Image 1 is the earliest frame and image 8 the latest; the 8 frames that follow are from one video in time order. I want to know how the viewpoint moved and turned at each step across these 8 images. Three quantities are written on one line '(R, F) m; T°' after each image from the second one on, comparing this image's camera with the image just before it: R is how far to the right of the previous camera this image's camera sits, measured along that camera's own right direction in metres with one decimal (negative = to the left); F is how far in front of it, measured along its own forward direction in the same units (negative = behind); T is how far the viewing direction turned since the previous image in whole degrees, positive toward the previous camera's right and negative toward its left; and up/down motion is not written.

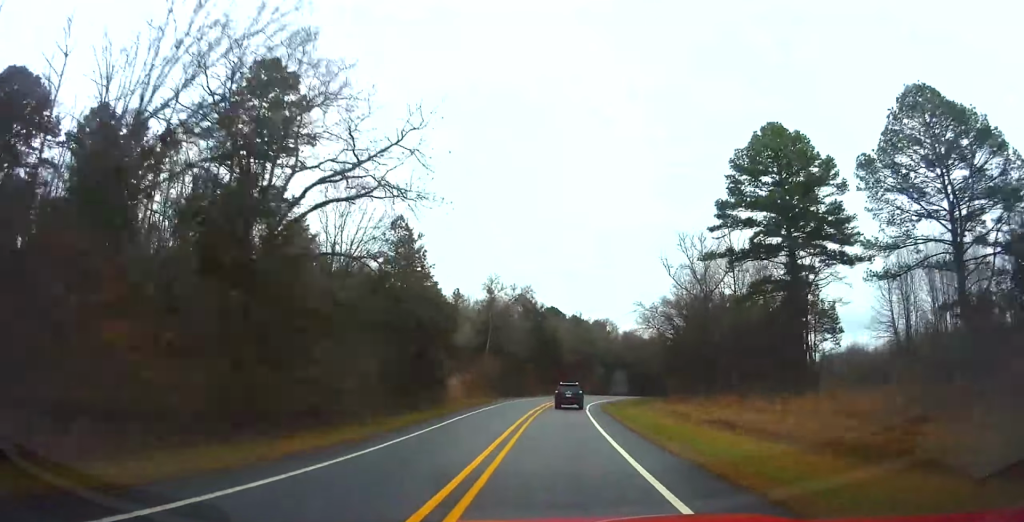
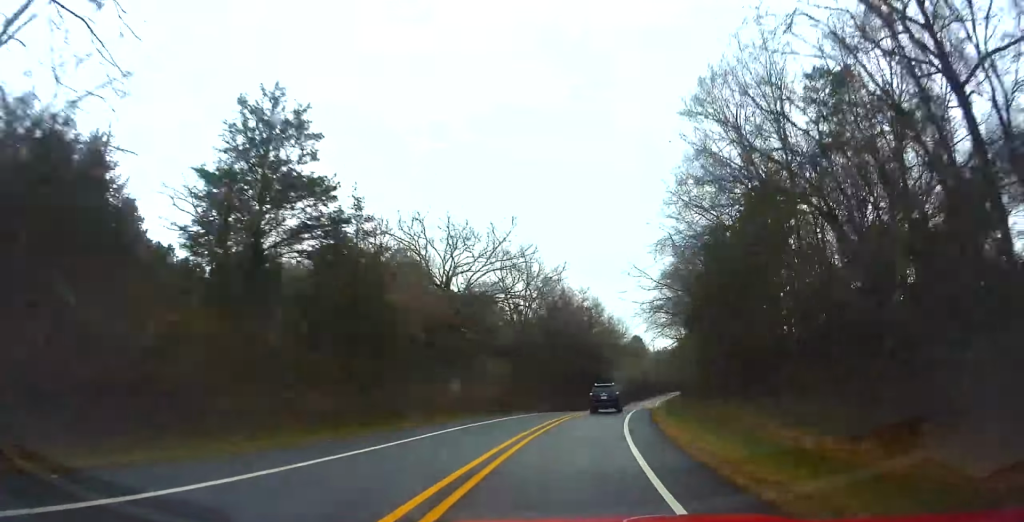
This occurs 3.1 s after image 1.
(+3.6, +66.9) m; +9°
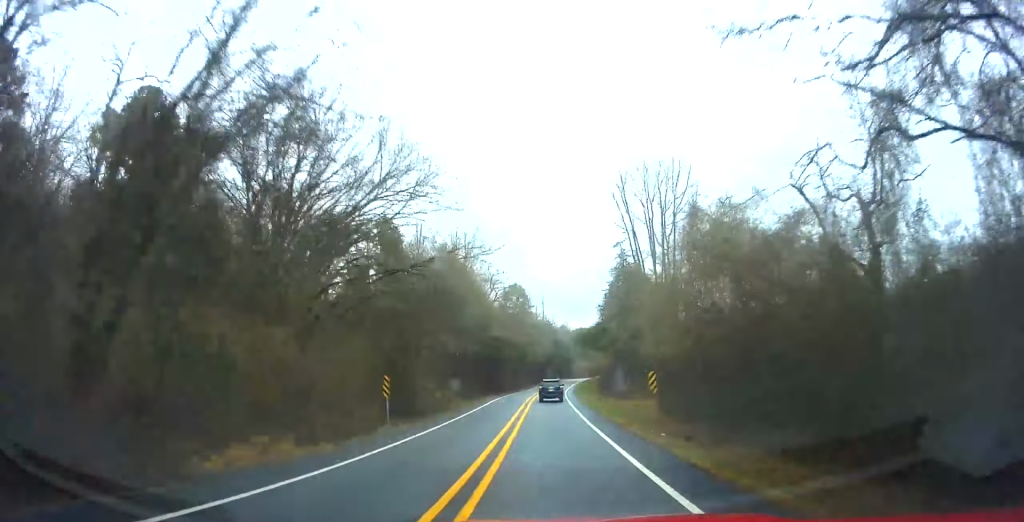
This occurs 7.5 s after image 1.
(+13.9, +92.1) m; +11°
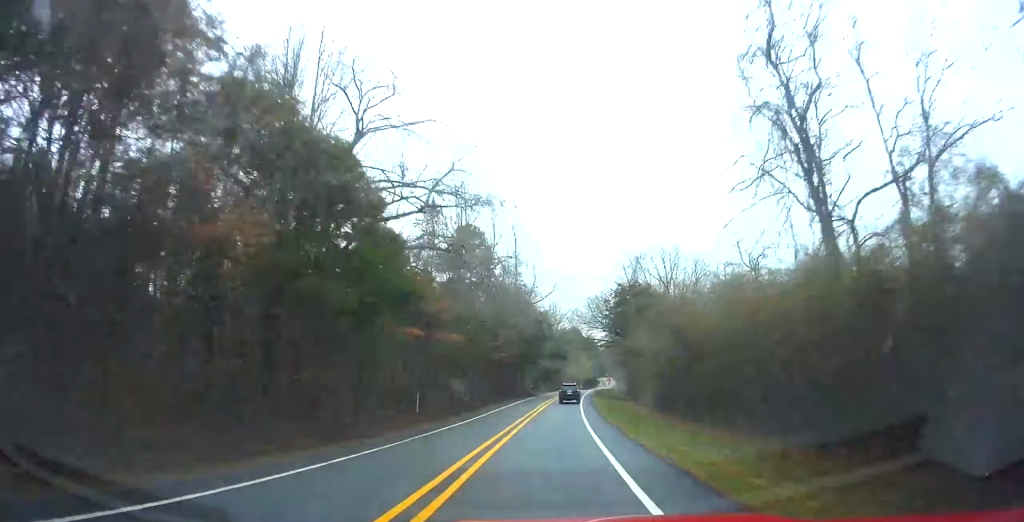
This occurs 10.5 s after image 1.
(+2.1, +65.2) m; +3°
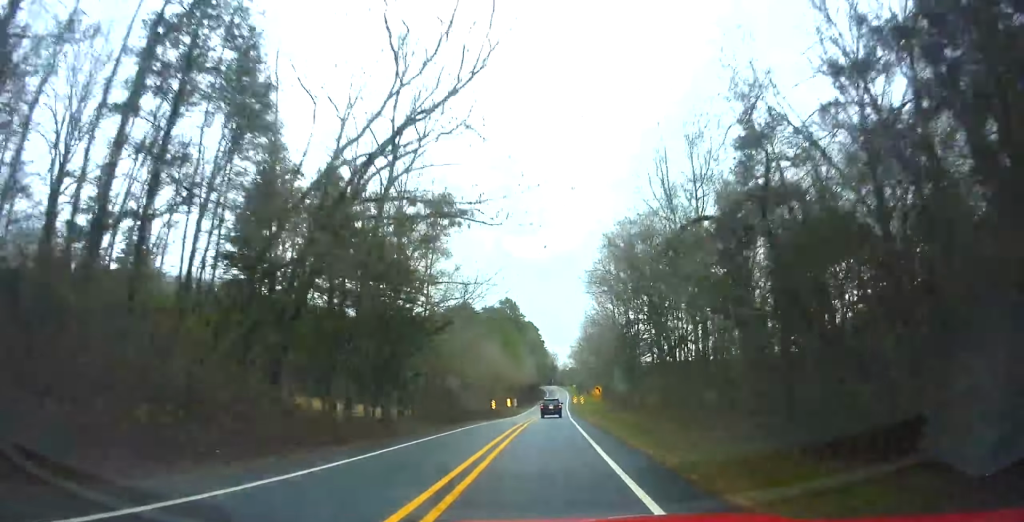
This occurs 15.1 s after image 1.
(+3.9, +105.3) m; +5°
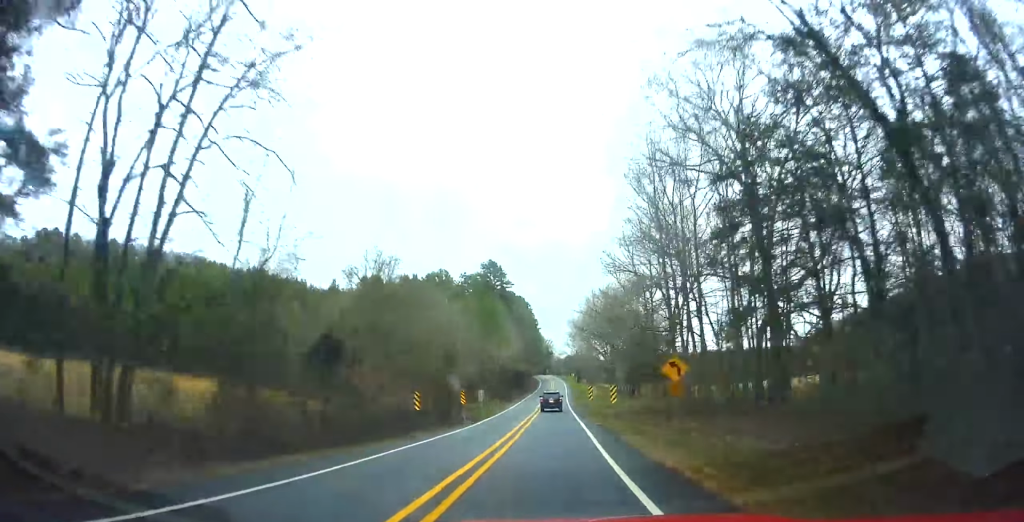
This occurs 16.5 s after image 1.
(+1.0, +33.3) m; +1°
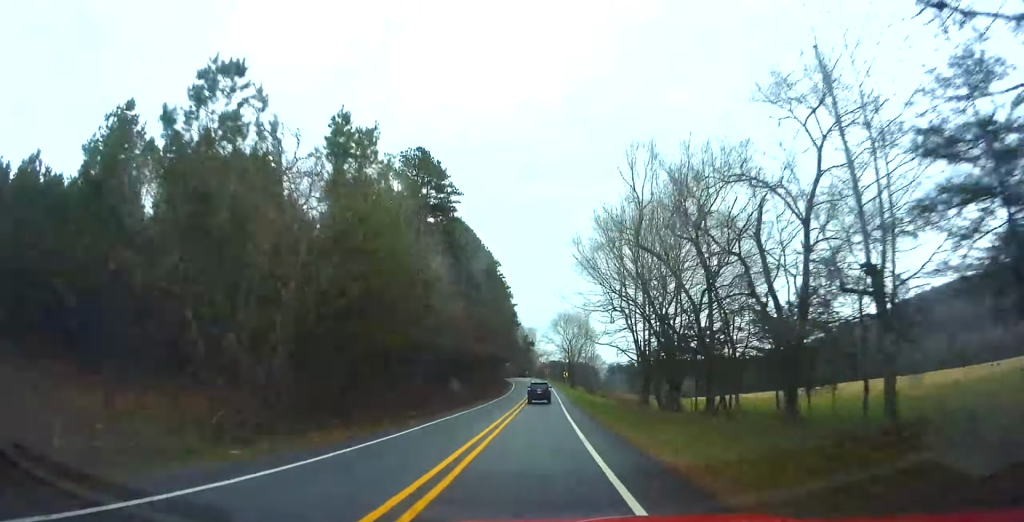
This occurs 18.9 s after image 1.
(+1.0, +57.1) m; +1°
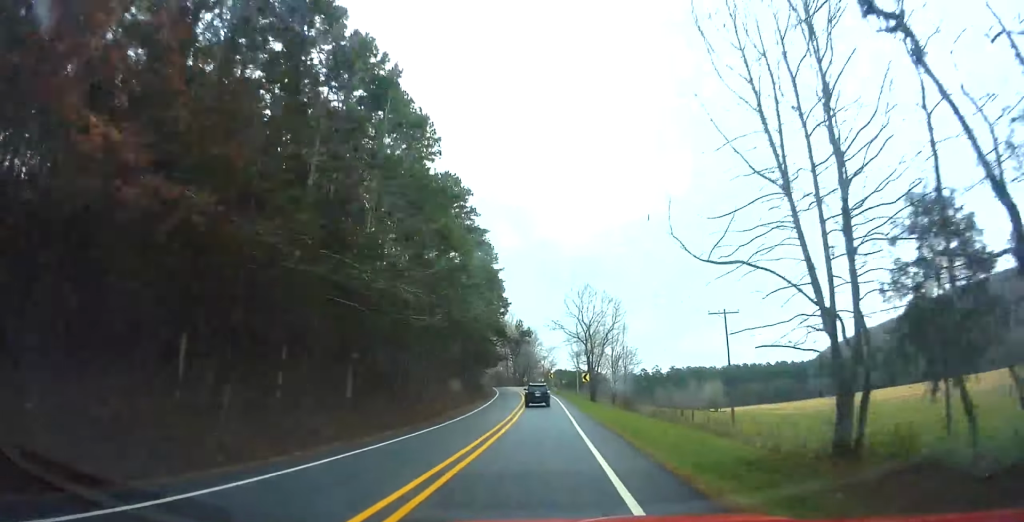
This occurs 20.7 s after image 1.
(+0.2, +42.8) m; 0°
